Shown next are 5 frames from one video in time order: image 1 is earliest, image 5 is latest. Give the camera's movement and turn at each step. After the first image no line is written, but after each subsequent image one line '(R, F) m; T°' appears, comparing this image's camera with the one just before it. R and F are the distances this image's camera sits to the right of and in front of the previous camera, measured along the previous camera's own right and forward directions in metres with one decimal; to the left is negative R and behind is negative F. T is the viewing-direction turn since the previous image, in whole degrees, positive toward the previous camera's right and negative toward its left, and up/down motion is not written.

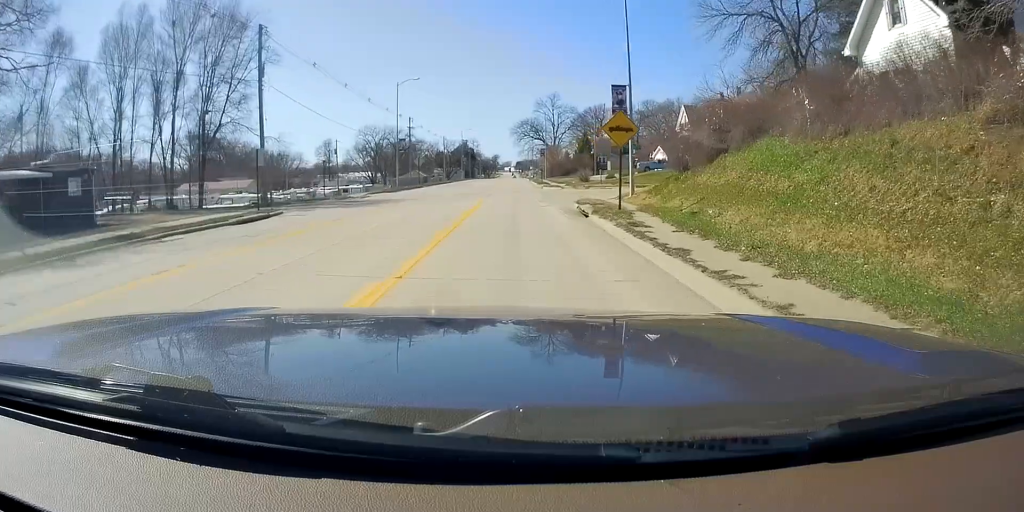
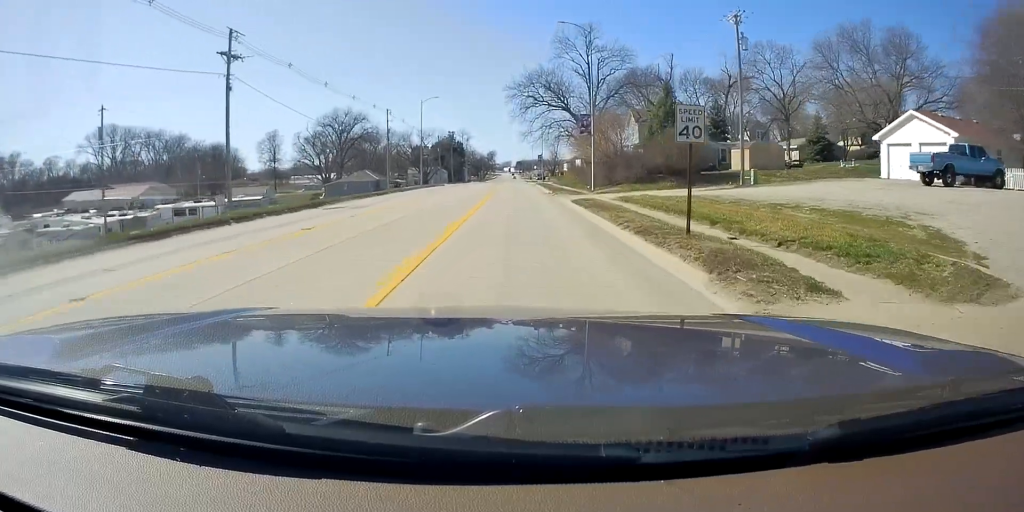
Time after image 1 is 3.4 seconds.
(+1.9, +61.9) m; -1°
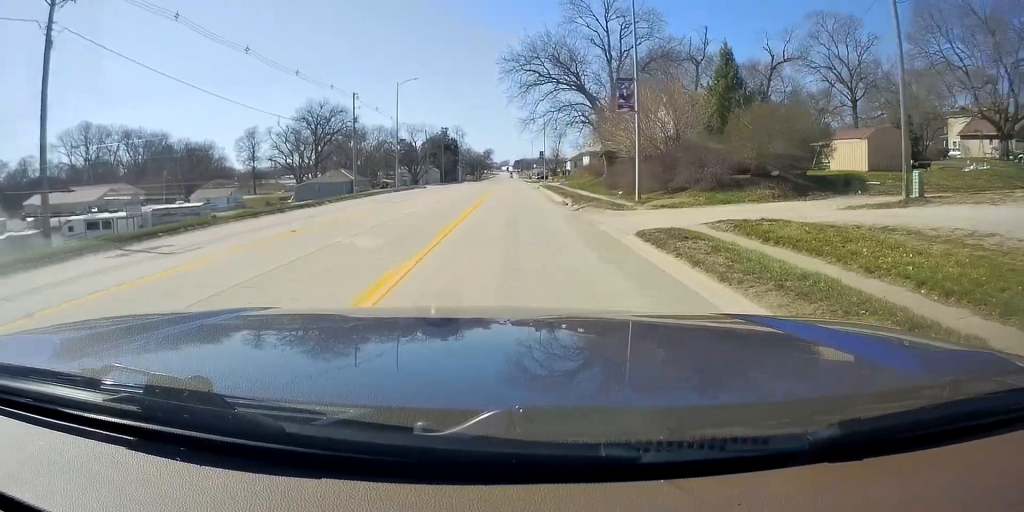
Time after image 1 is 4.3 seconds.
(-0.4, +15.7) m; -1°
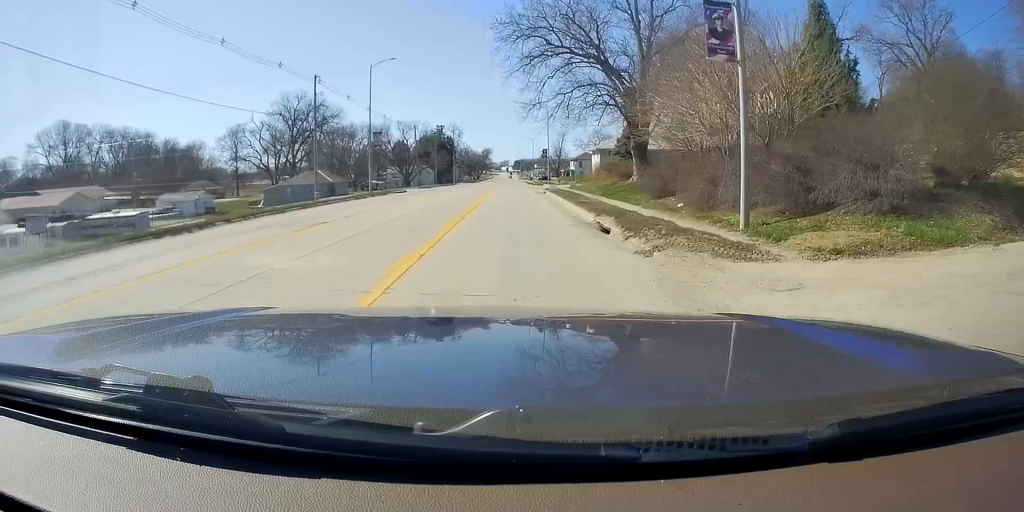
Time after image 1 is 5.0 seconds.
(-0.2, +12.5) m; 0°
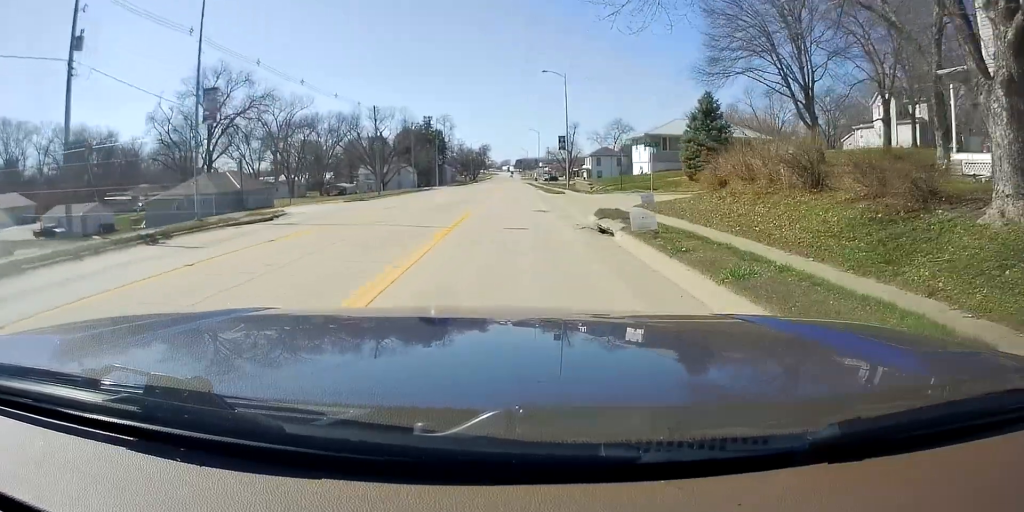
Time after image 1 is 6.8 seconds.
(-0.1, +31.1) m; 0°
